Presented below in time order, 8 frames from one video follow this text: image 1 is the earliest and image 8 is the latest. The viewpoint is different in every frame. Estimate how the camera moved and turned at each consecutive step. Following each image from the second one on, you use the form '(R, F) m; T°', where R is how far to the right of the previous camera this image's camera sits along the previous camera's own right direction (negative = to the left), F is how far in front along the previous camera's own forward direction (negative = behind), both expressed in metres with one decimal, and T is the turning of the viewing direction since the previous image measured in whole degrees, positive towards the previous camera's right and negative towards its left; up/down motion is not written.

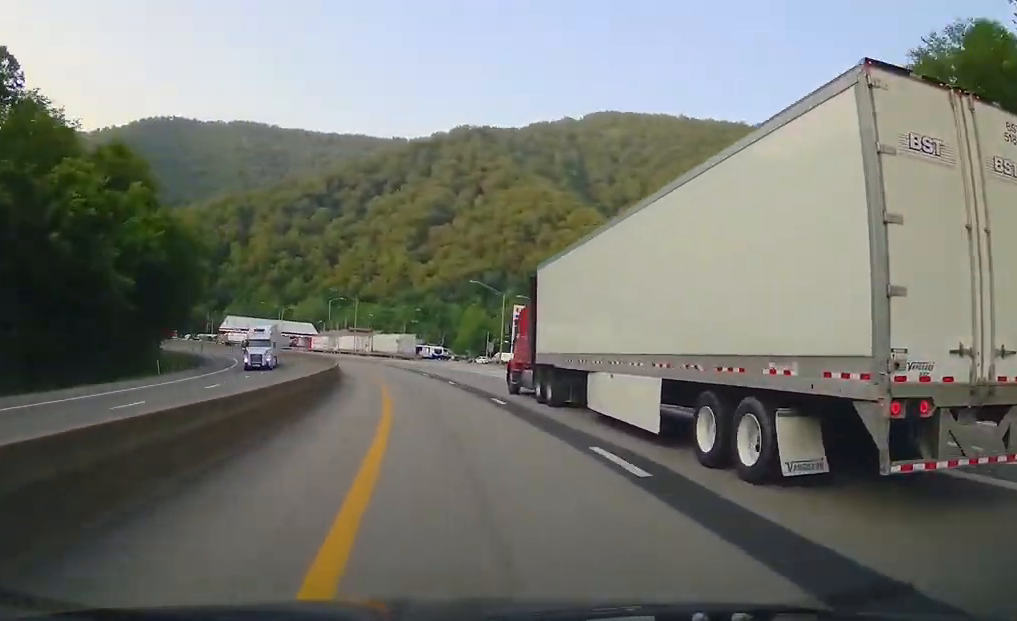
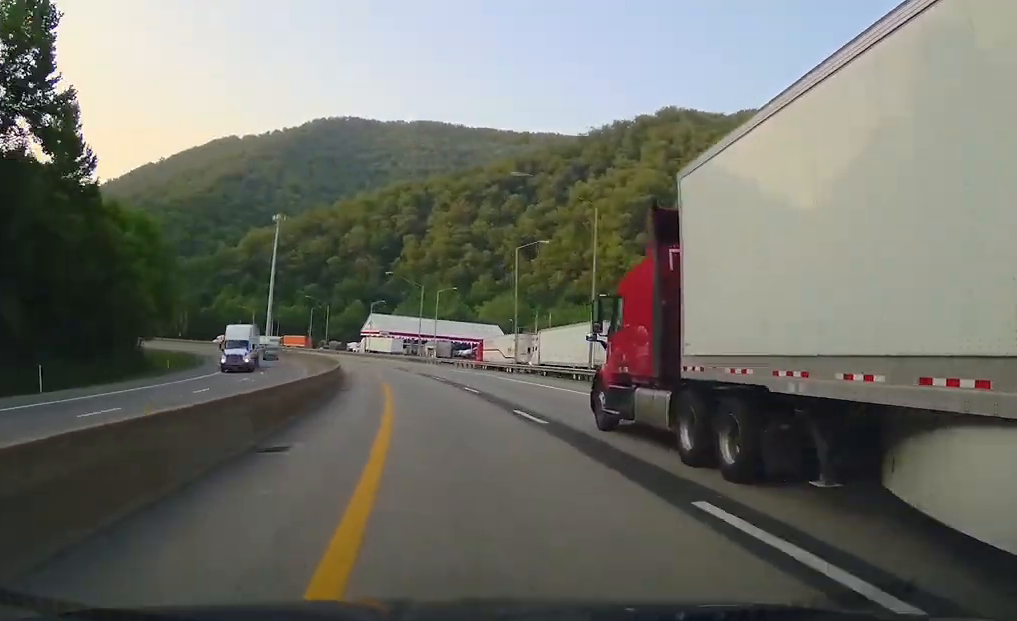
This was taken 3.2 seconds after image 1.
(+1.7, +93.3) m; -13°
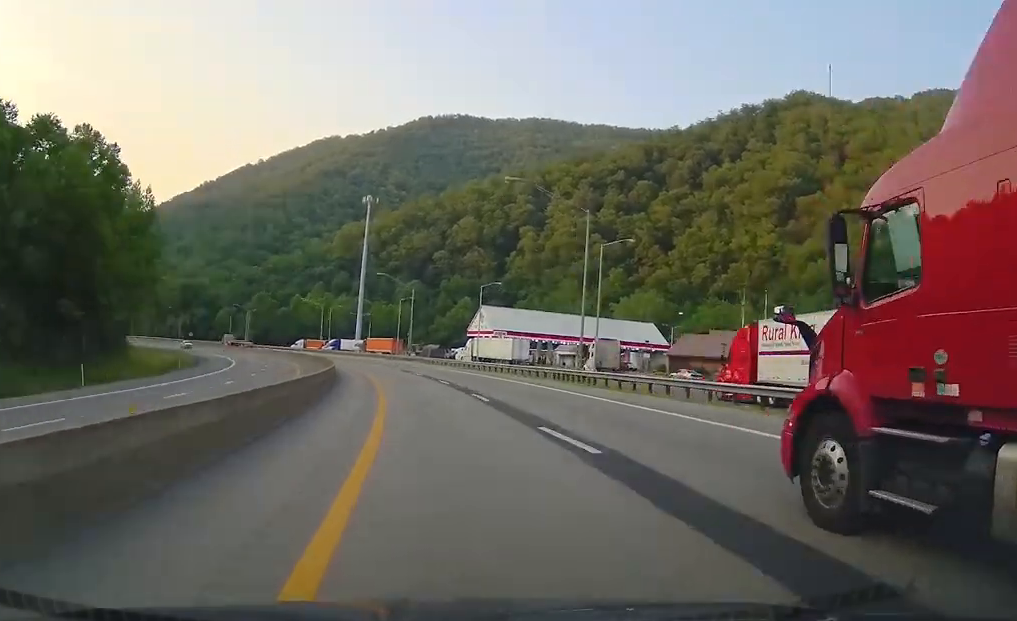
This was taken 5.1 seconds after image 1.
(-12.0, +52.4) m; -11°
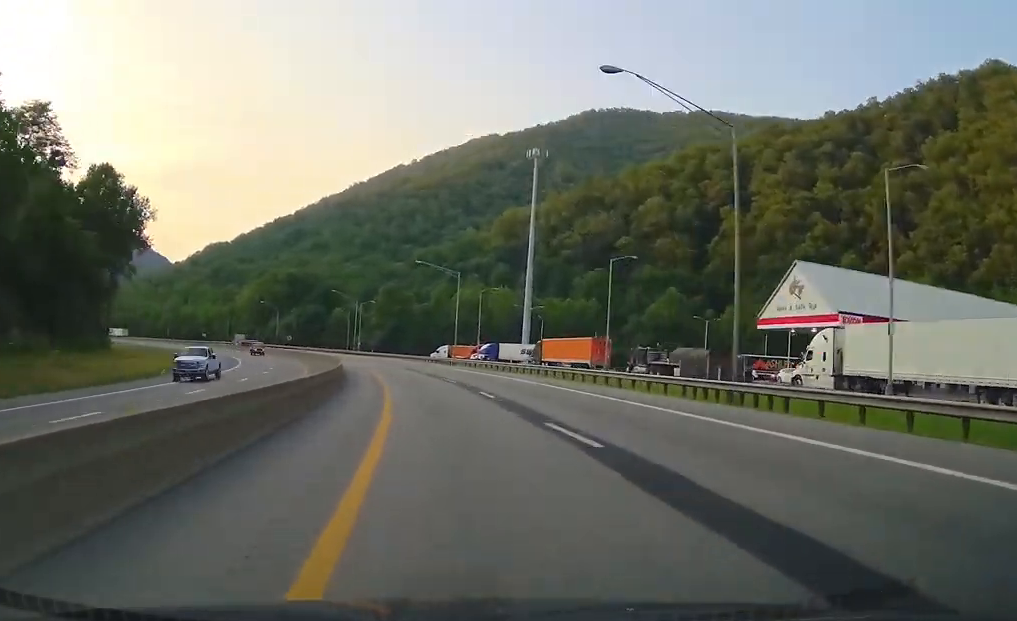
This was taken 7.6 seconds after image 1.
(-7.7, +72.7) m; -15°
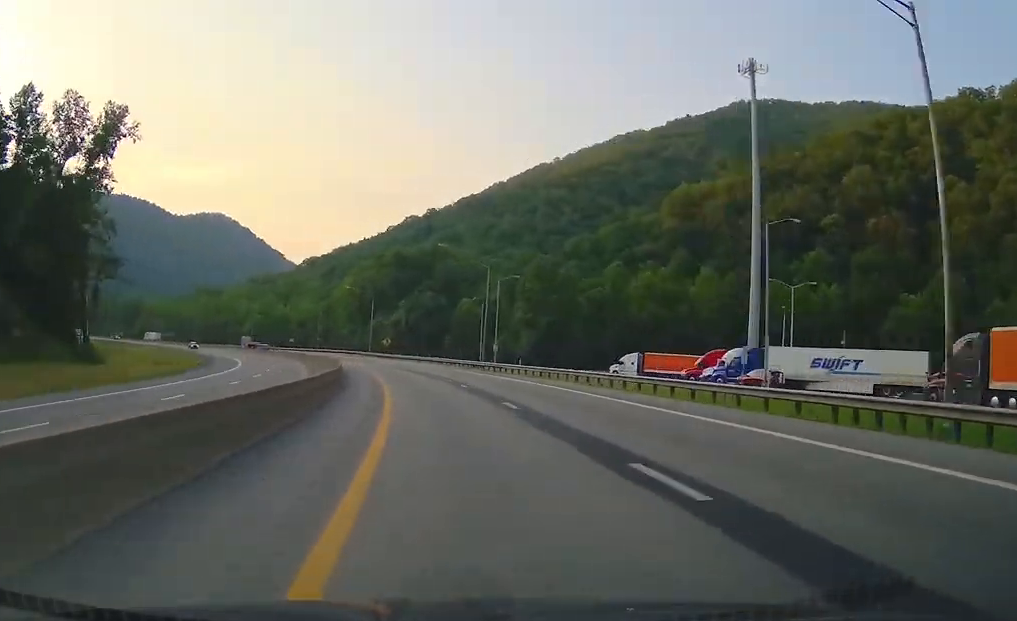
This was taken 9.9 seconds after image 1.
(-10.2, +65.1) m; -12°
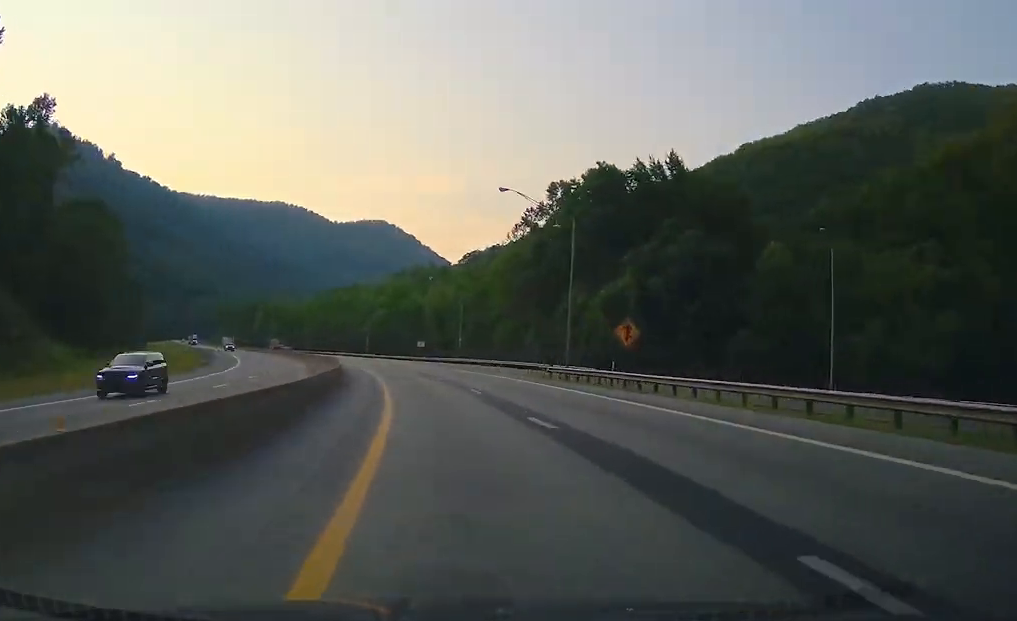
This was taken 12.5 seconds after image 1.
(-8.7, +75.8) m; -13°
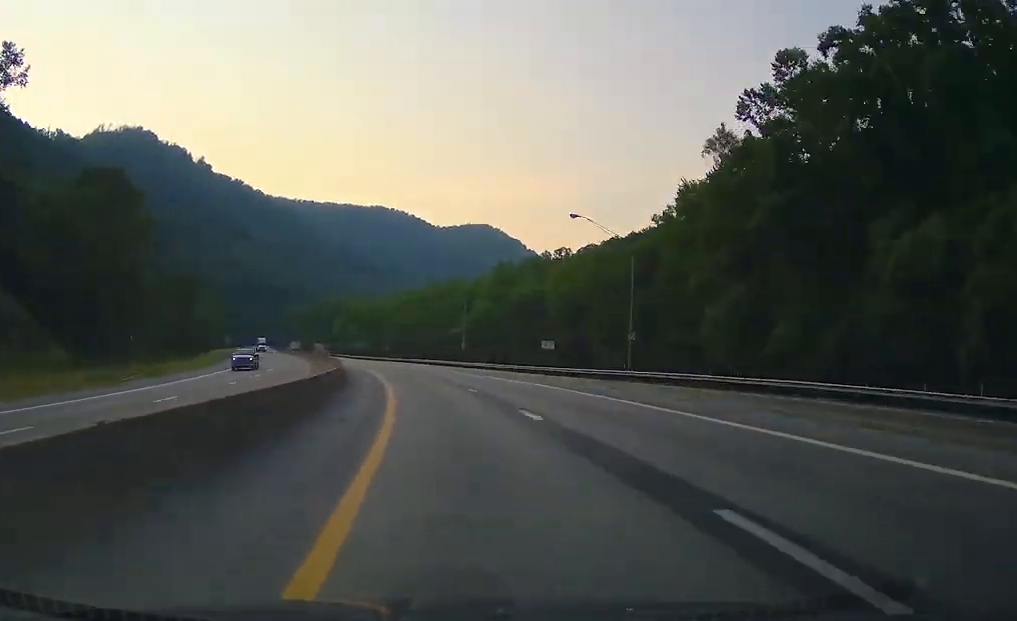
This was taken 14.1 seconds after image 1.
(-4.7, +46.5) m; -7°
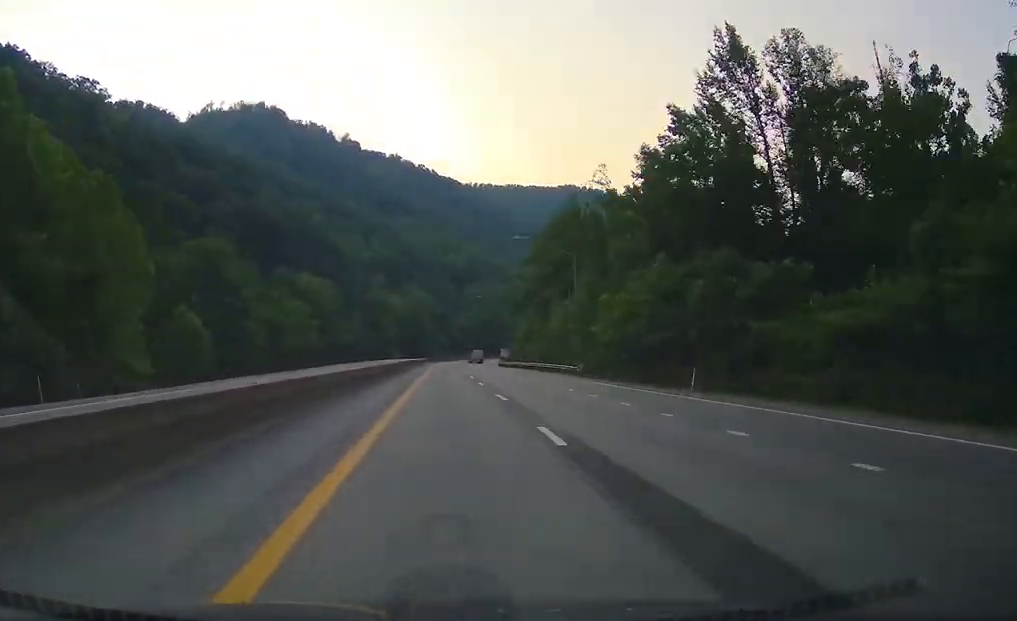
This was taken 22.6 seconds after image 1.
(-39.5, +237.1) m; -11°
